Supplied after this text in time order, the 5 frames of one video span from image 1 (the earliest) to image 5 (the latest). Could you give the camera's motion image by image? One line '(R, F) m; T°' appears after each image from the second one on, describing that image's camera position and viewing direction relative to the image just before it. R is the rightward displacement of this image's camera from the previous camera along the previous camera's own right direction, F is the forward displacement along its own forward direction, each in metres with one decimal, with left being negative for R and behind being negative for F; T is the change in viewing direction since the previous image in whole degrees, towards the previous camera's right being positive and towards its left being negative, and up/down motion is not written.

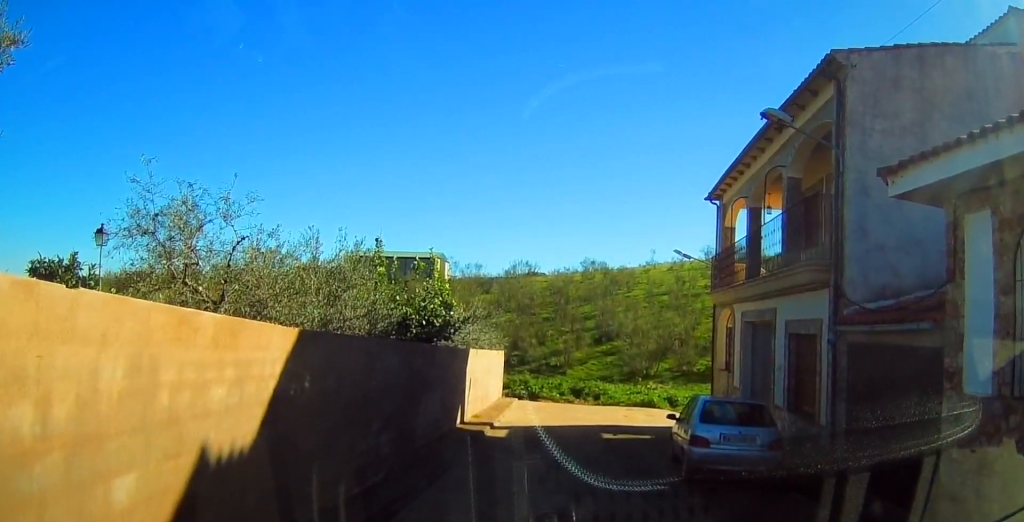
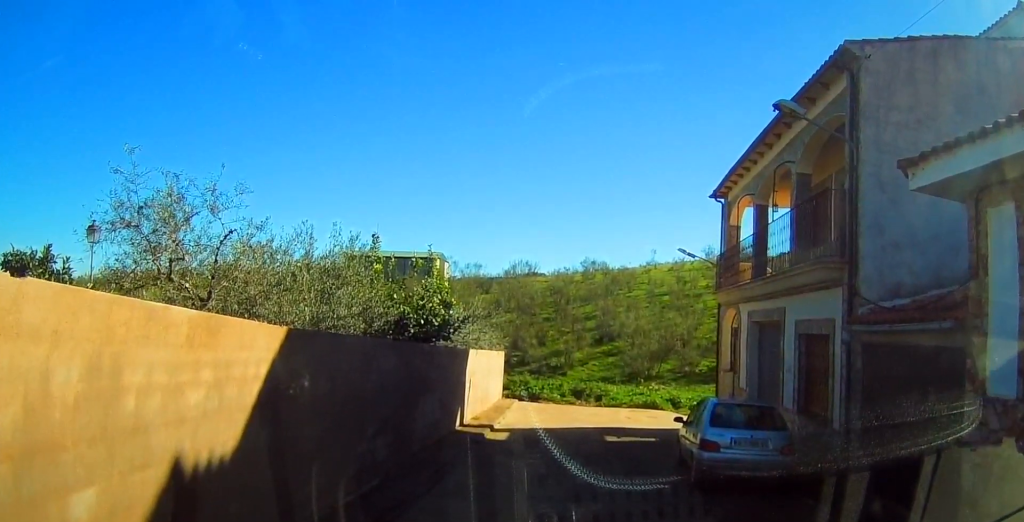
(+0.3, +0.4) m; 0°
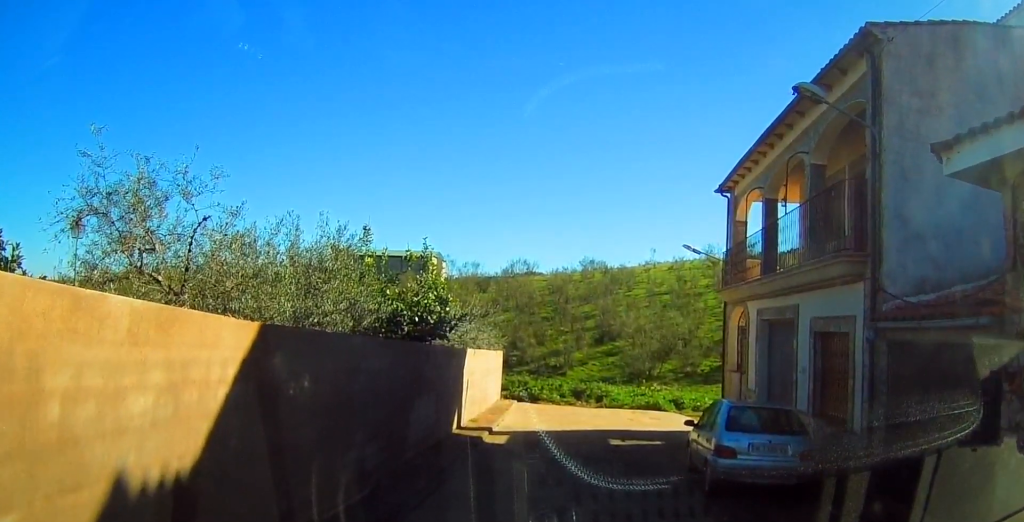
(+0.4, +0.5) m; 0°
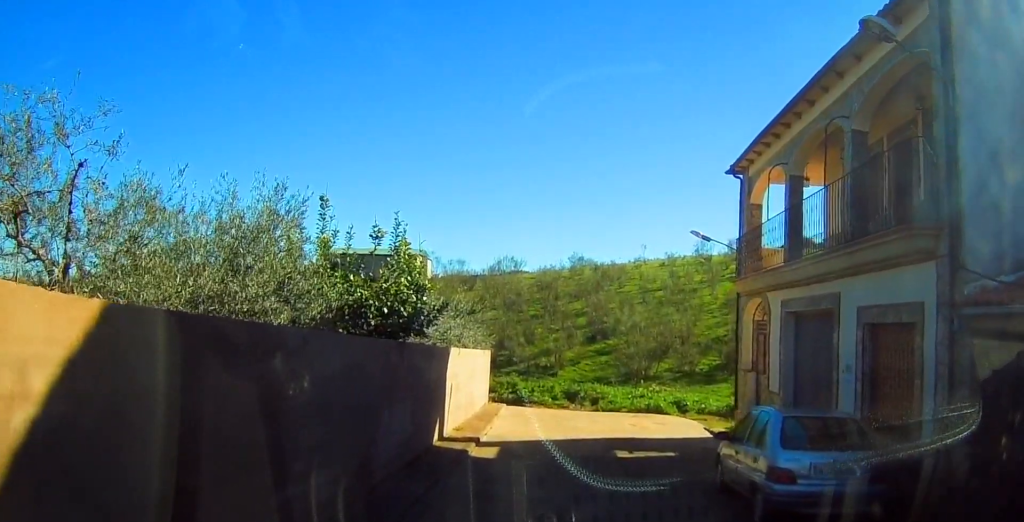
(+0.6, +1.4) m; 0°
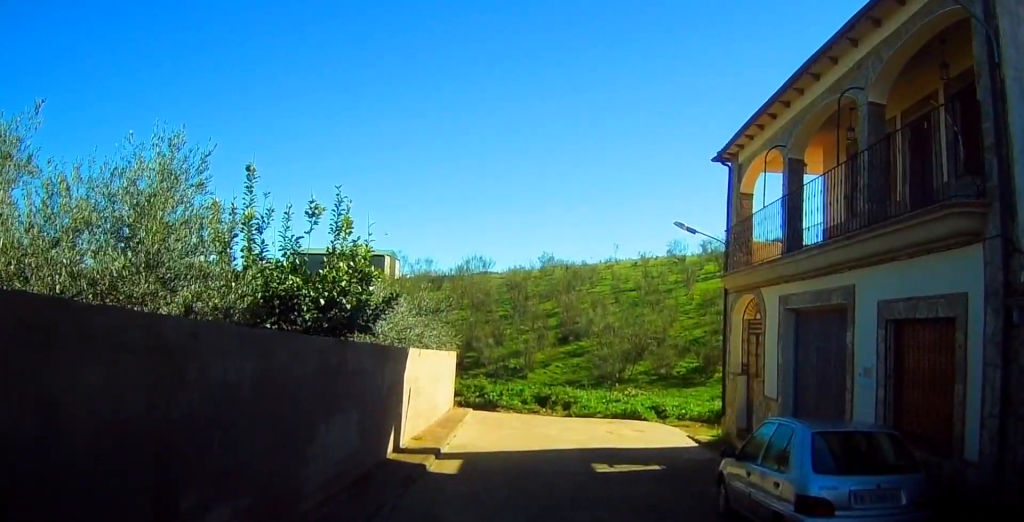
(+0.4, +1.4) m; 0°
